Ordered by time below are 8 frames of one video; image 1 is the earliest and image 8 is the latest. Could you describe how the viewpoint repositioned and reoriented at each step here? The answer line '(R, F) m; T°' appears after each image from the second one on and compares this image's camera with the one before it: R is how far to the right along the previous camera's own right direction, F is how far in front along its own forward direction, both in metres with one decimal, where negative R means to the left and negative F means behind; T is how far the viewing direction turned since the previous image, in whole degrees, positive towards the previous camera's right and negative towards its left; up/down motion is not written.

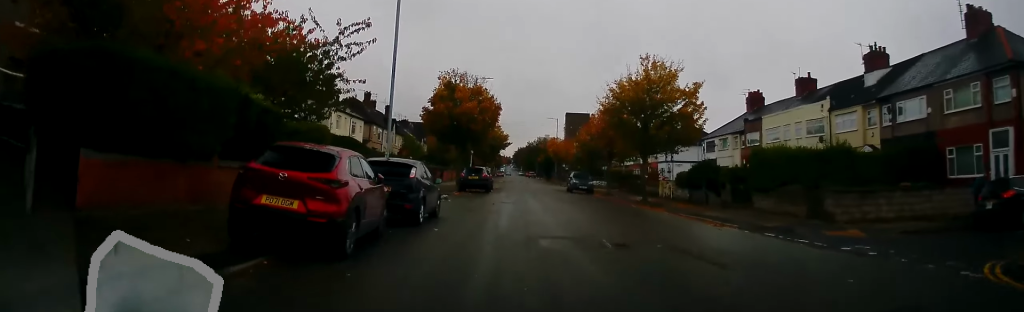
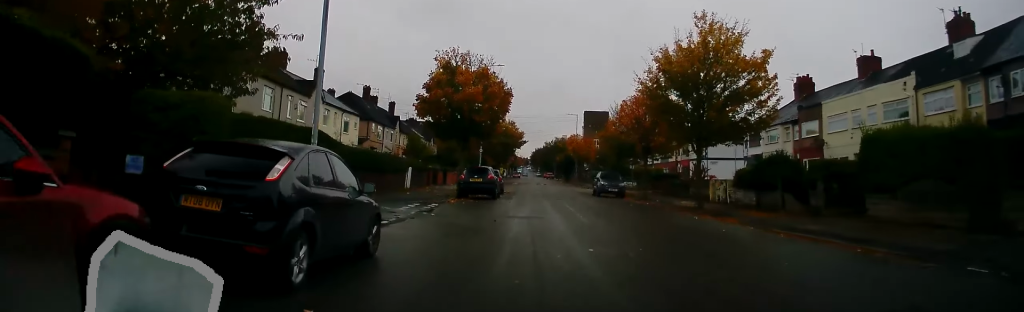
(0.0, +8.0) m; -2°
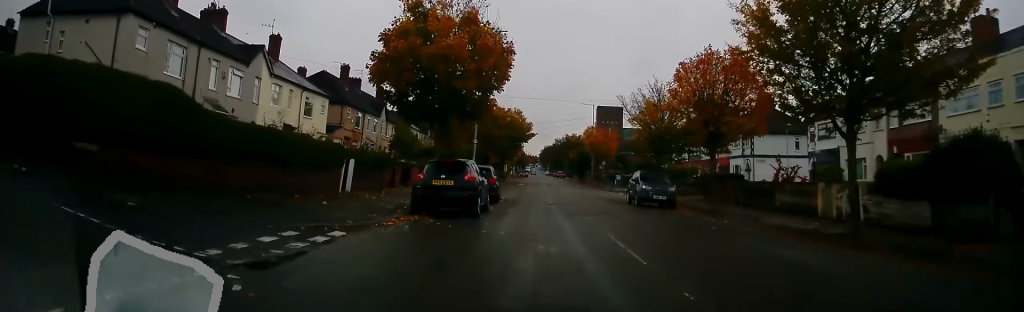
(-0.4, +11.7) m; -4°
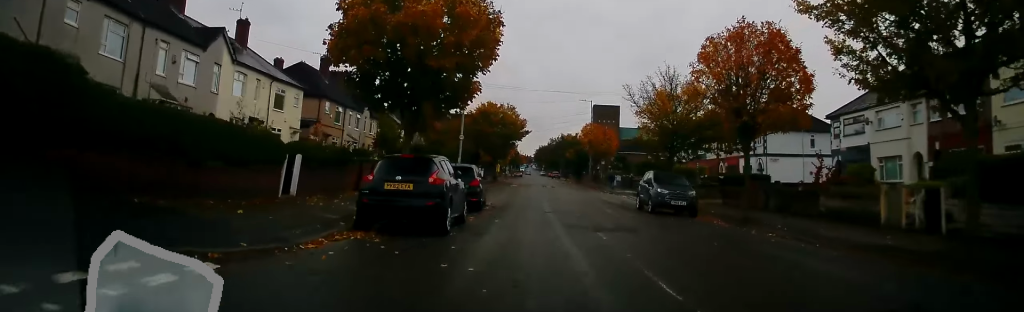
(-0.2, +4.4) m; 0°
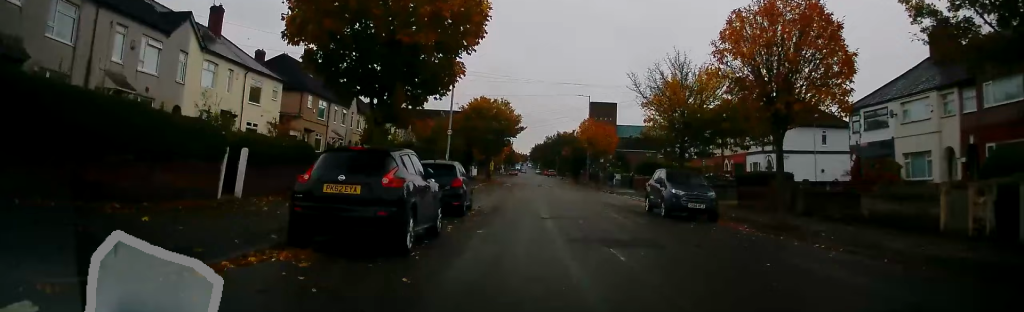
(+0.1, +3.0) m; +1°
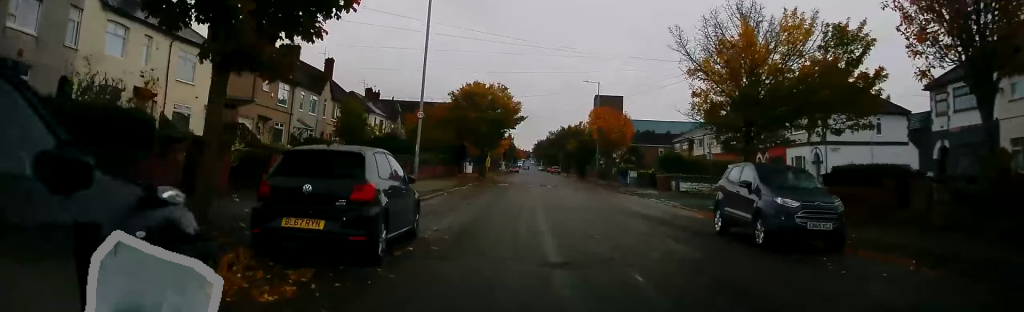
(+0.3, +8.5) m; +2°
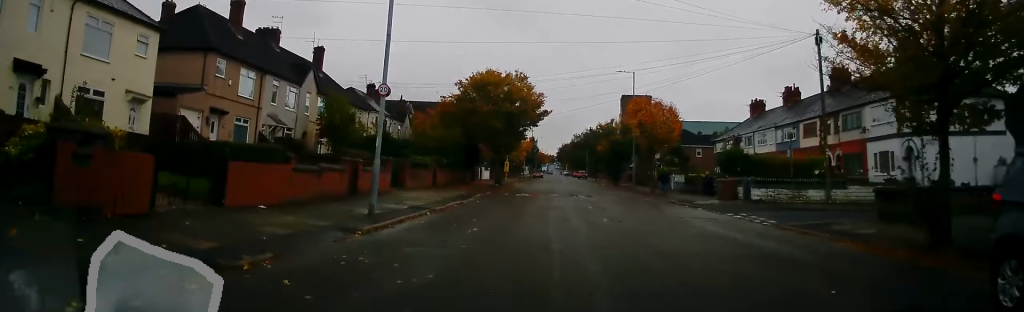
(-0.1, +9.1) m; -2°
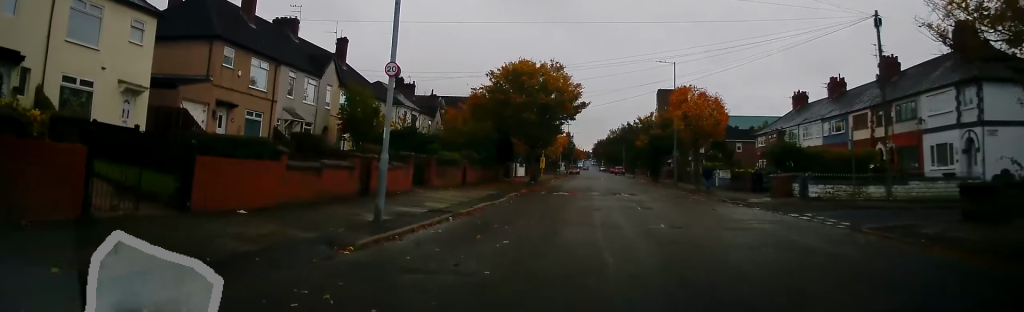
(0.0, +2.8) m; -2°
